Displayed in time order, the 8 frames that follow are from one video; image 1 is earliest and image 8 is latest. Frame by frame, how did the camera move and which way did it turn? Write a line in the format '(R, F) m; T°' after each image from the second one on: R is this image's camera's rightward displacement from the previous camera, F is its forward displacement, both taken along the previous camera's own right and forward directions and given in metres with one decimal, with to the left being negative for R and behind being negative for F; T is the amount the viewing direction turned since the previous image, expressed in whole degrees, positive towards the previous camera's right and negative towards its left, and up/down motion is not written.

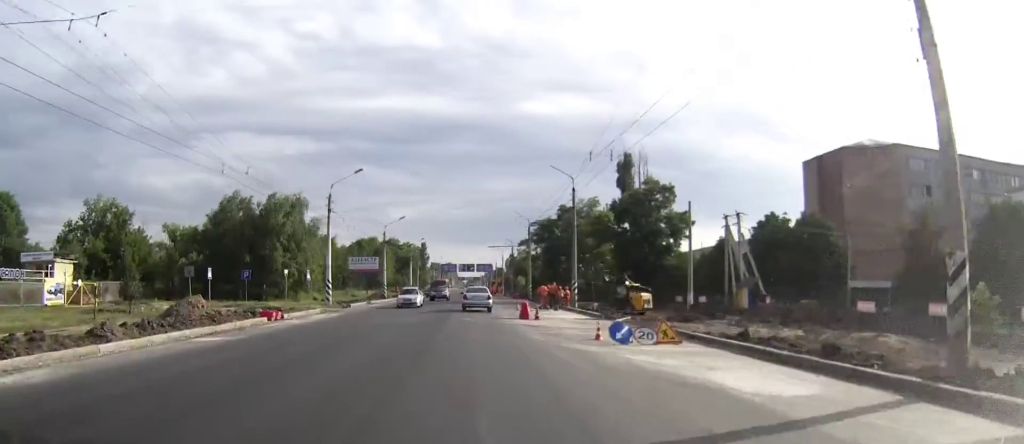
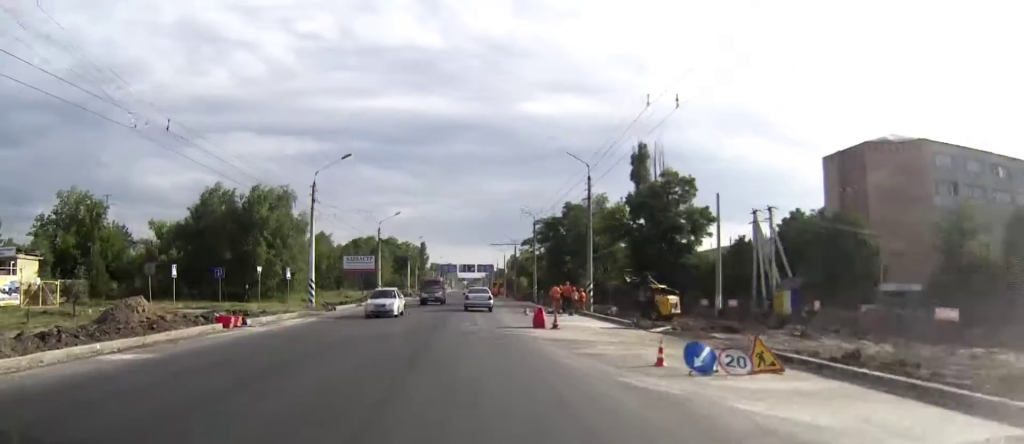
(0.0, +6.2) m; 0°
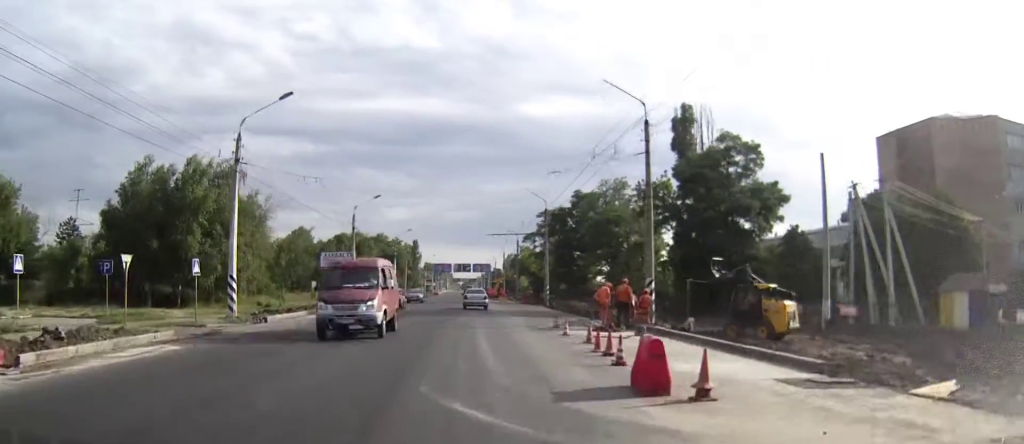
(0.0, +15.8) m; 0°
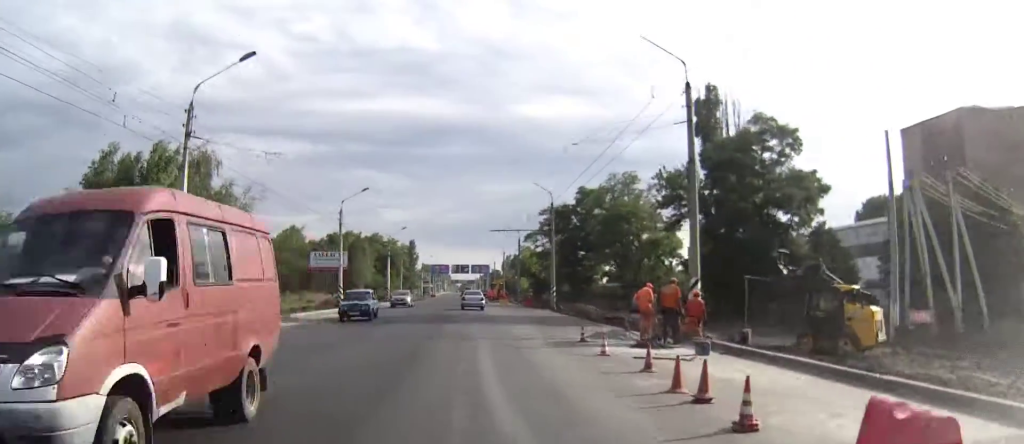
(0.0, +6.2) m; 0°
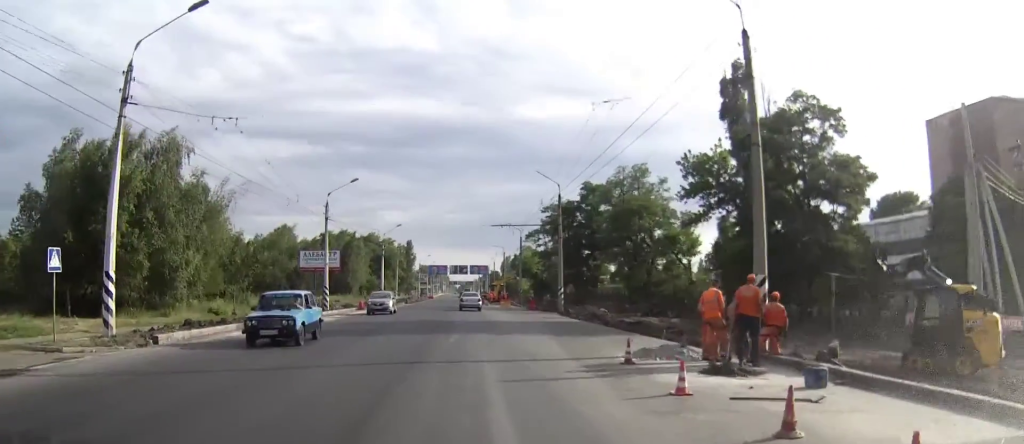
(0.0, +6.1) m; 0°
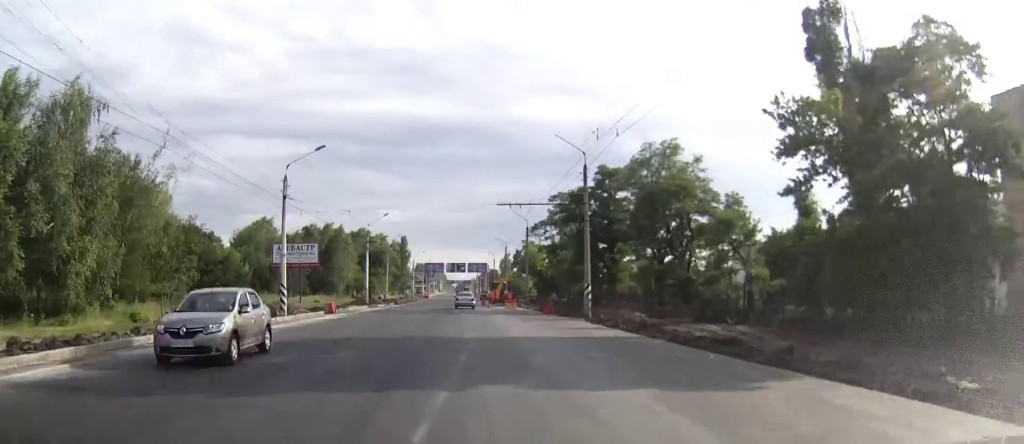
(0.0, +13.0) m; 0°
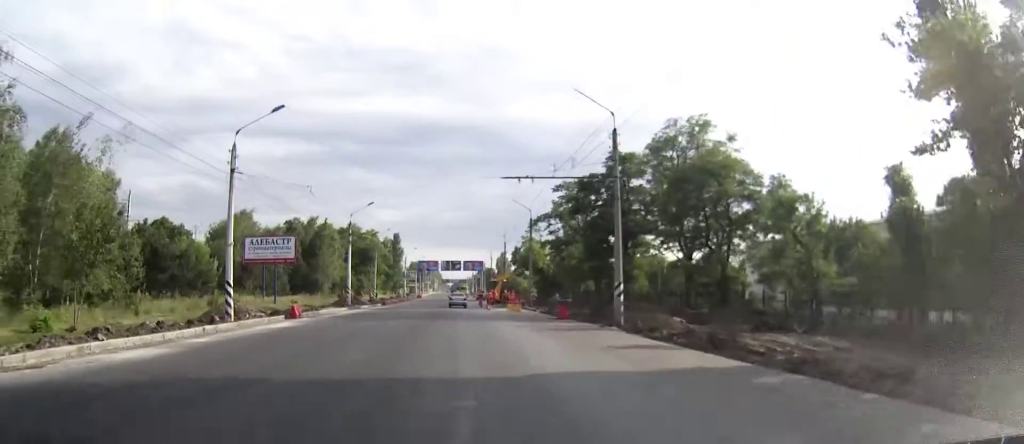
(0.0, +9.3) m; 0°
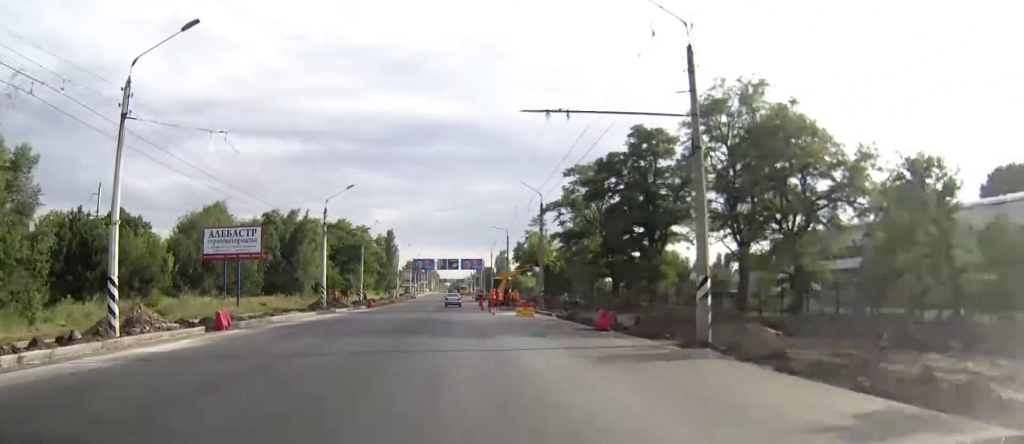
(0.0, +12.4) m; 0°
